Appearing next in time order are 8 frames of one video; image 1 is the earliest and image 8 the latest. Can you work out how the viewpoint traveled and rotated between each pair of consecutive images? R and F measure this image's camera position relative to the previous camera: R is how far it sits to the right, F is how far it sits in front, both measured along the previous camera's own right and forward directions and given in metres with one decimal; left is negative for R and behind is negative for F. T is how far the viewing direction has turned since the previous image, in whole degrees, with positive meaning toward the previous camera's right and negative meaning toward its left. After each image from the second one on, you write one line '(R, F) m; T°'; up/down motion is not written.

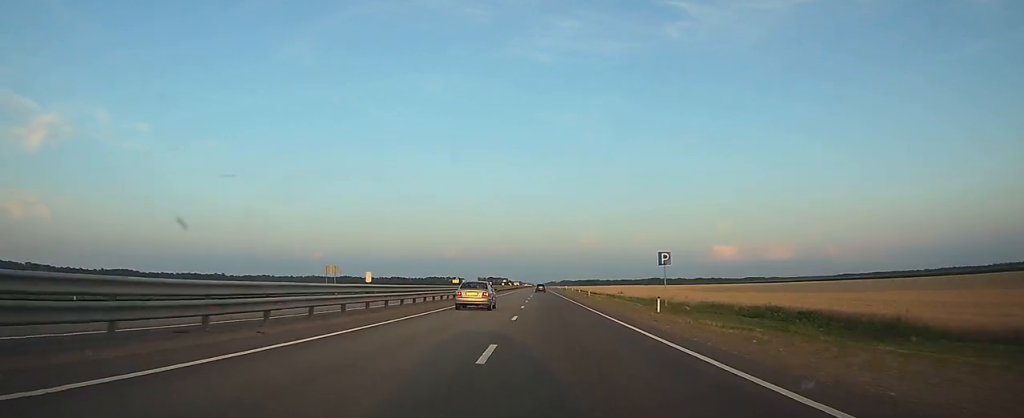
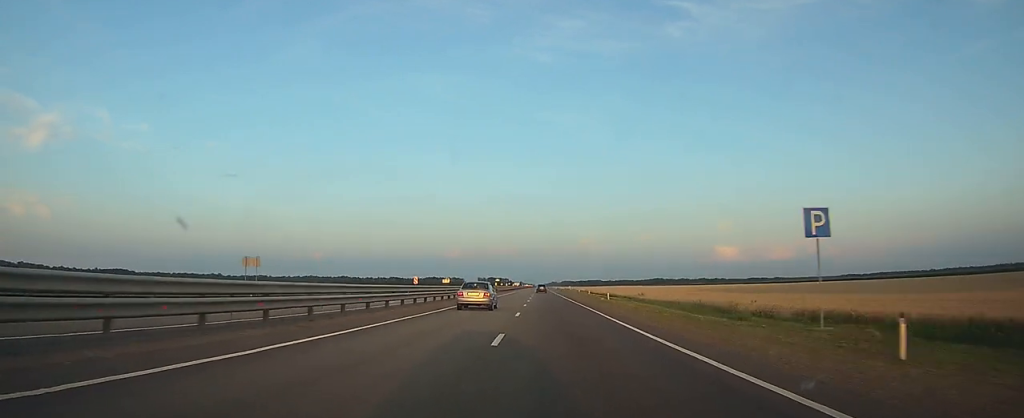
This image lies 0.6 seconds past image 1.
(0.0, +20.9) m; 0°
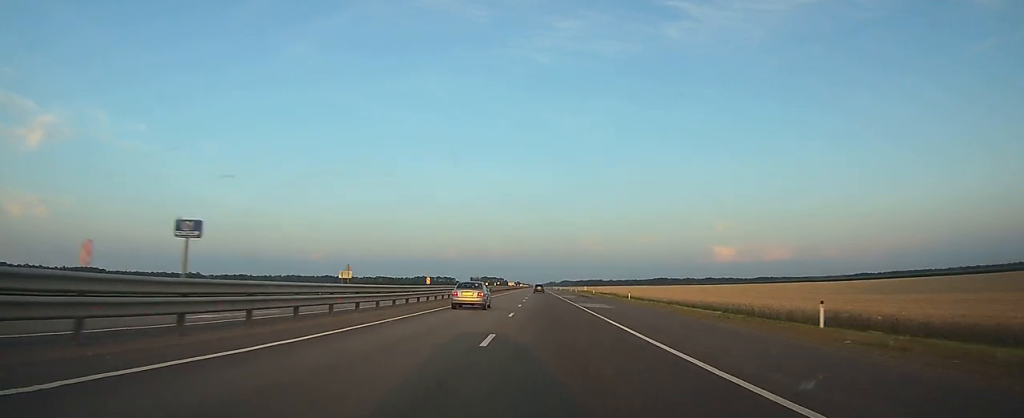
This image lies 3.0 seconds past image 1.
(-0.1, +83.5) m; 0°
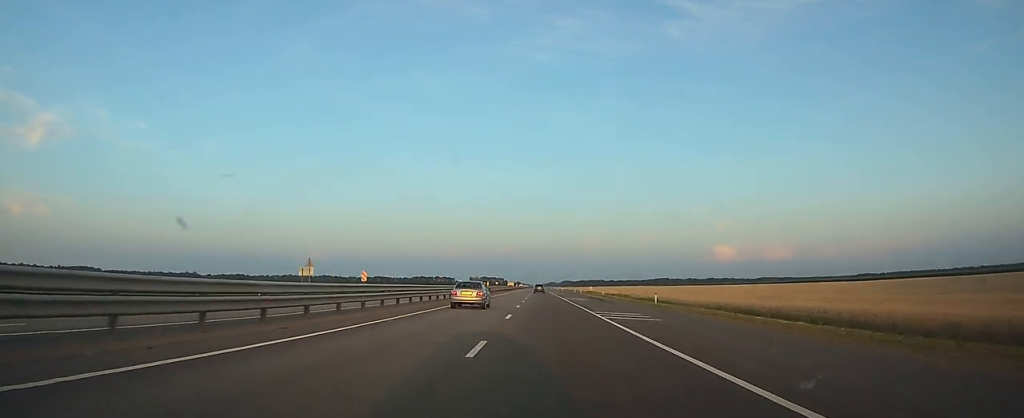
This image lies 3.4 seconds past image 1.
(0.0, +14.0) m; 0°
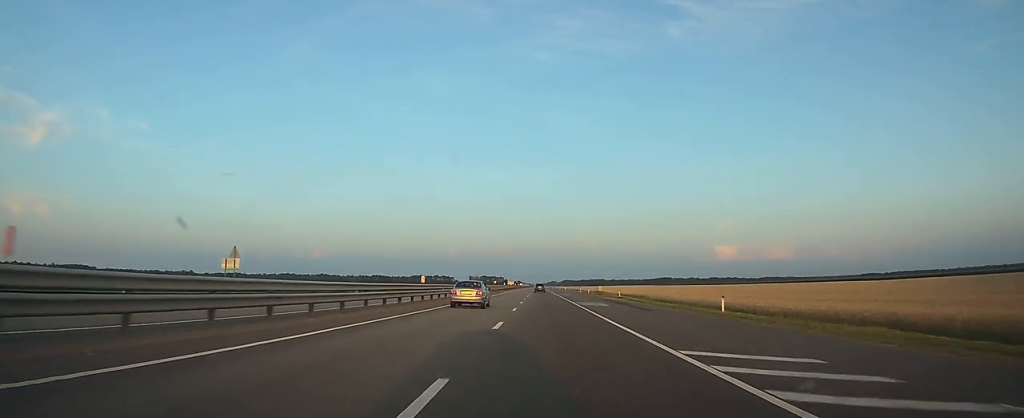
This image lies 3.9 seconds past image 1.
(0.0, +17.4) m; 0°
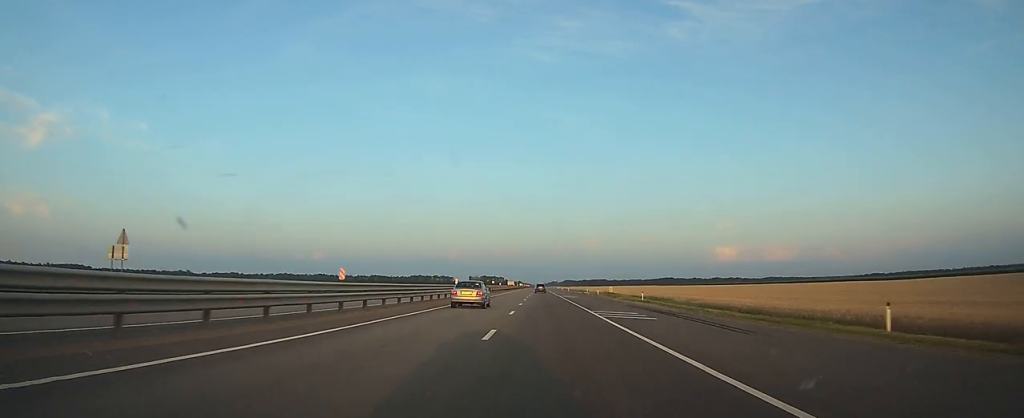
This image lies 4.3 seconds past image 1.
(0.0, +15.1) m; 0°
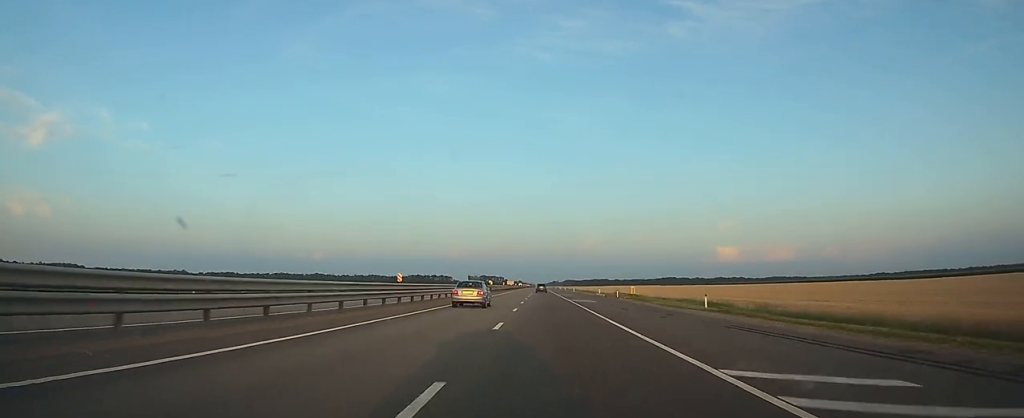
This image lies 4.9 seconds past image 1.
(0.0, +21.0) m; 0°
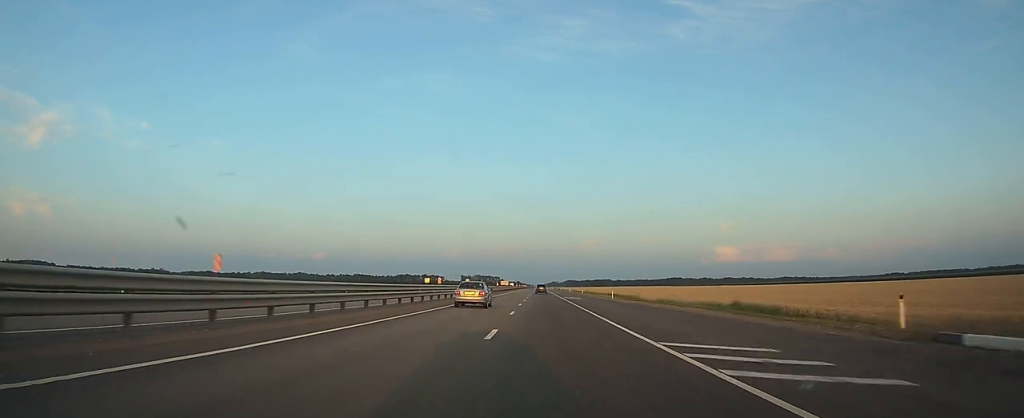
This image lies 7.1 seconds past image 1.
(-0.7, +74.6) m; -1°
